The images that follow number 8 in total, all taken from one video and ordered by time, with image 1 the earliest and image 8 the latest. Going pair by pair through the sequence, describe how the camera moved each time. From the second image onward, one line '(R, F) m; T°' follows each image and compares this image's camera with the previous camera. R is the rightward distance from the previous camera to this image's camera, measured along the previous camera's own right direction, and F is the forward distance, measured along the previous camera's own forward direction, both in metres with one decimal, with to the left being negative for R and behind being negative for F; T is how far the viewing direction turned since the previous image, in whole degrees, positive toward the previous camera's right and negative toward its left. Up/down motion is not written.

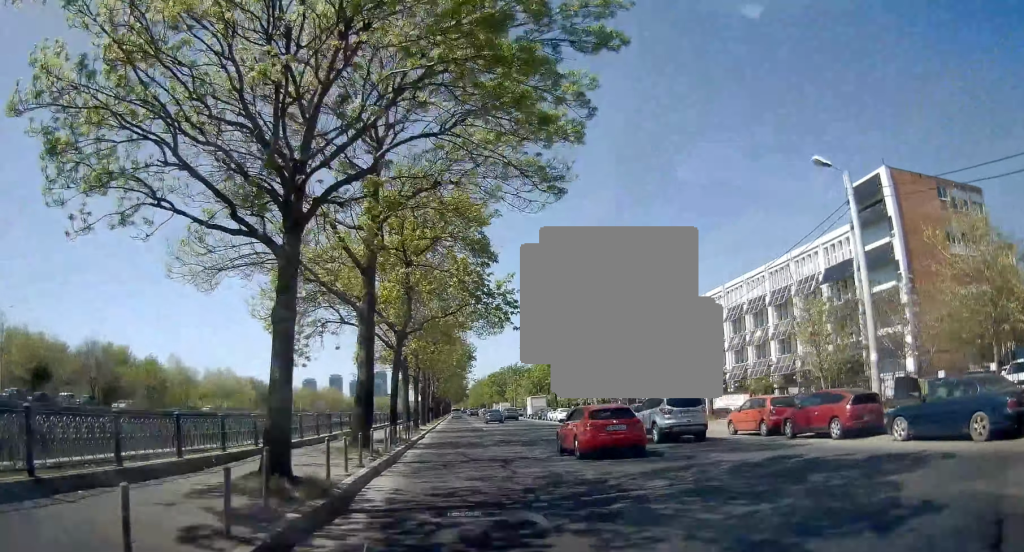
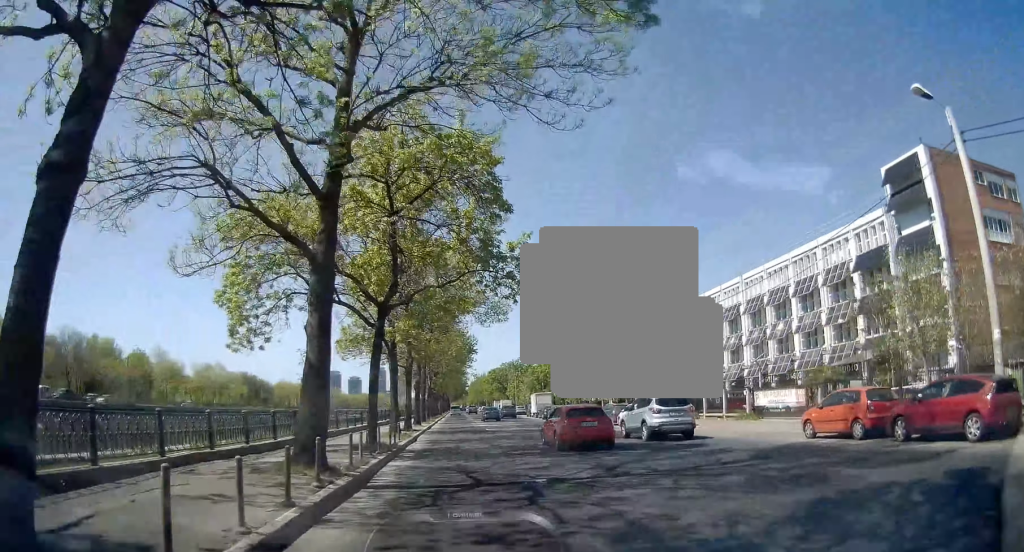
(0.0, +5.7) m; 0°
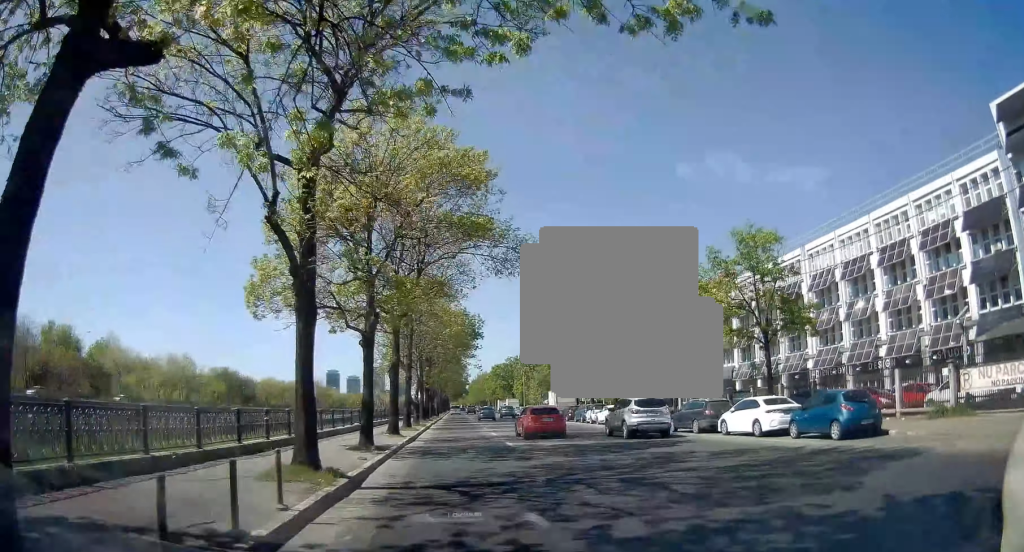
(+0.2, +15.7) m; +1°
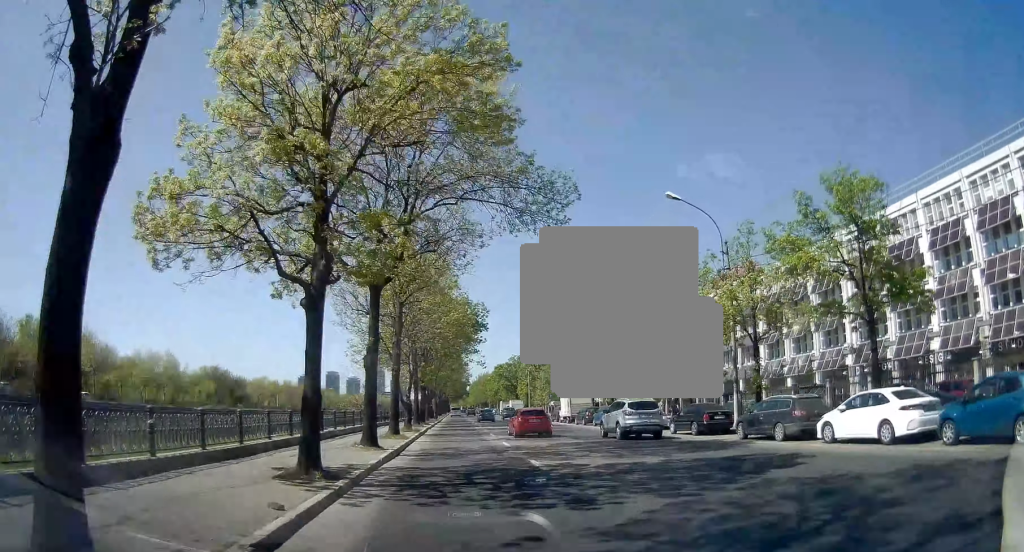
(+0.2, +7.3) m; 0°
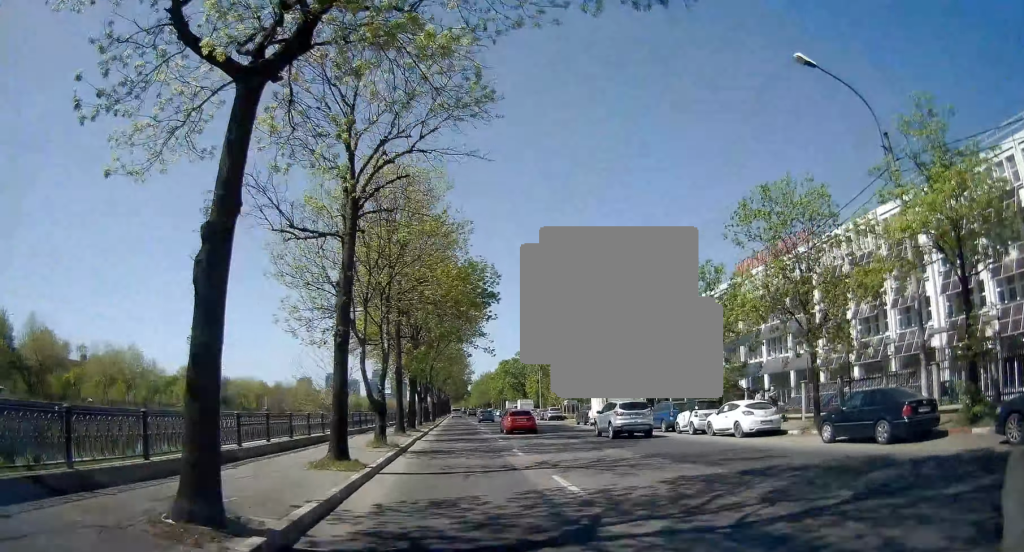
(-0.3, +12.8) m; 0°
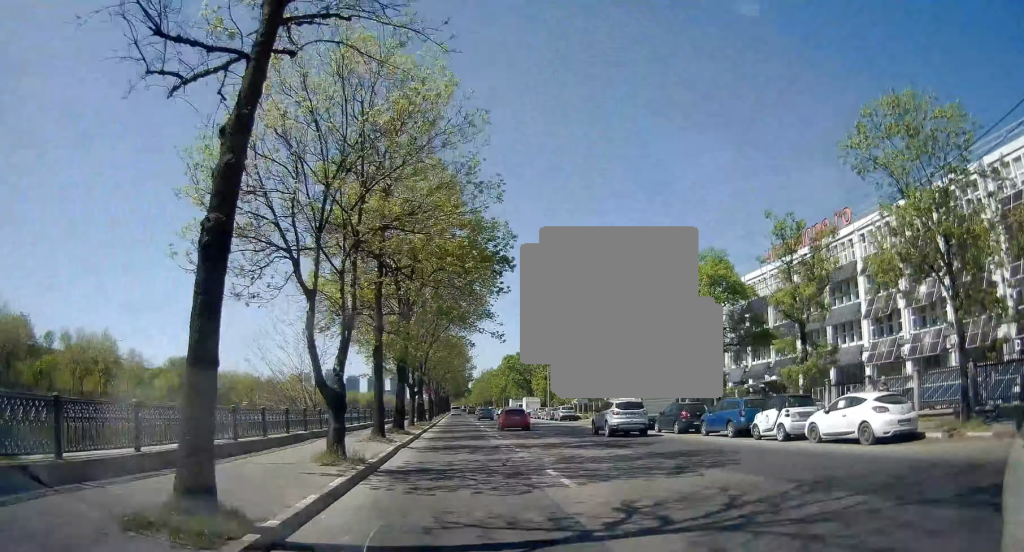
(+0.1, +7.9) m; 0°
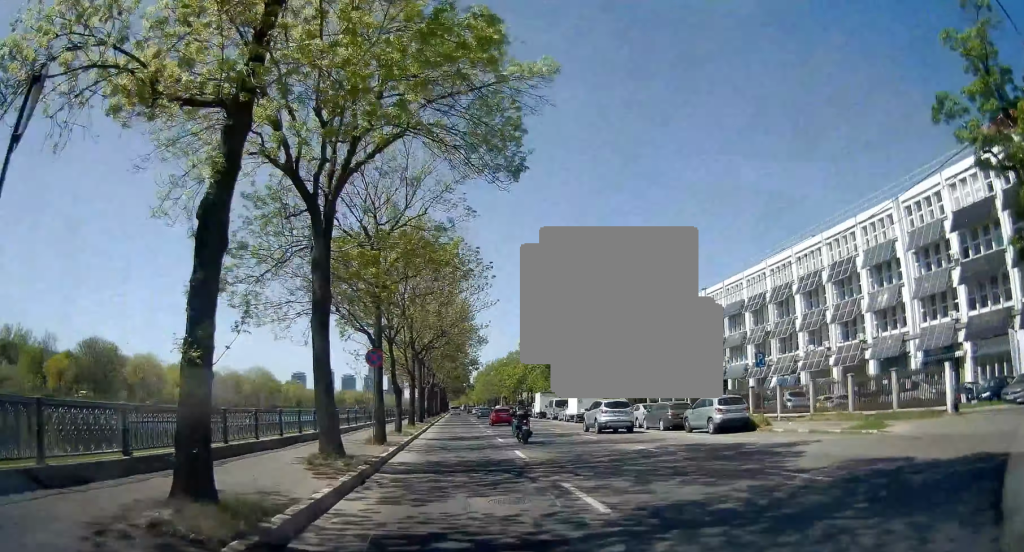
(+0.7, +37.4) m; +2°
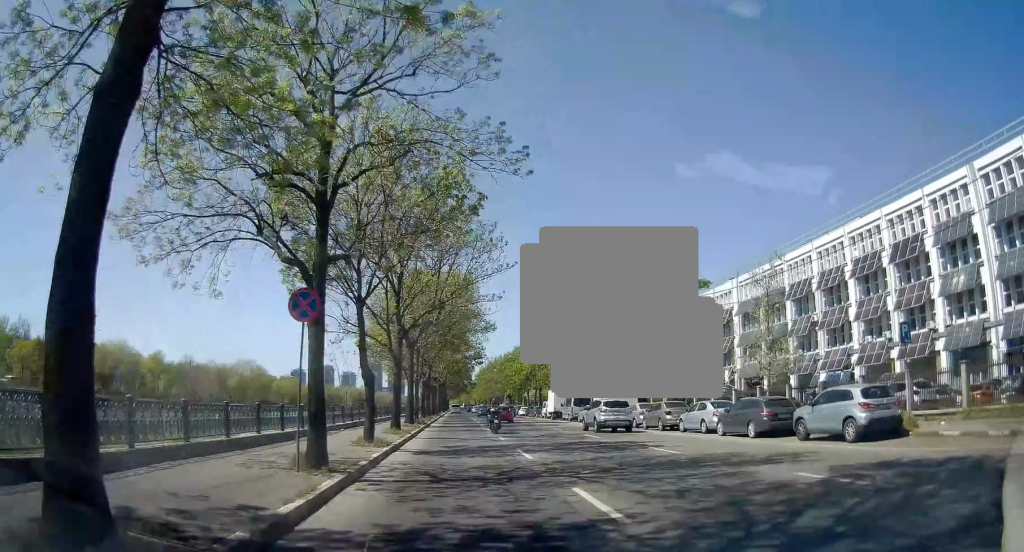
(-0.3, +9.7) m; -1°
